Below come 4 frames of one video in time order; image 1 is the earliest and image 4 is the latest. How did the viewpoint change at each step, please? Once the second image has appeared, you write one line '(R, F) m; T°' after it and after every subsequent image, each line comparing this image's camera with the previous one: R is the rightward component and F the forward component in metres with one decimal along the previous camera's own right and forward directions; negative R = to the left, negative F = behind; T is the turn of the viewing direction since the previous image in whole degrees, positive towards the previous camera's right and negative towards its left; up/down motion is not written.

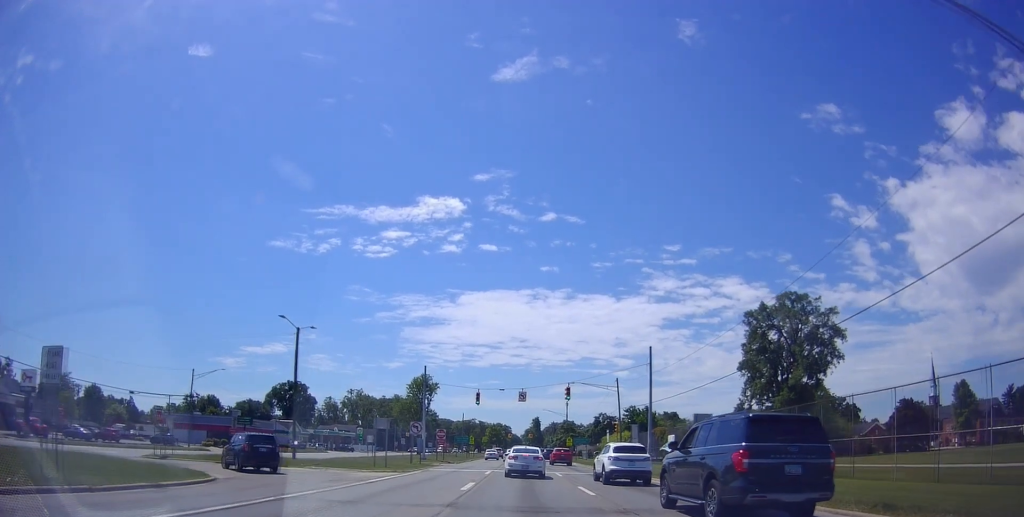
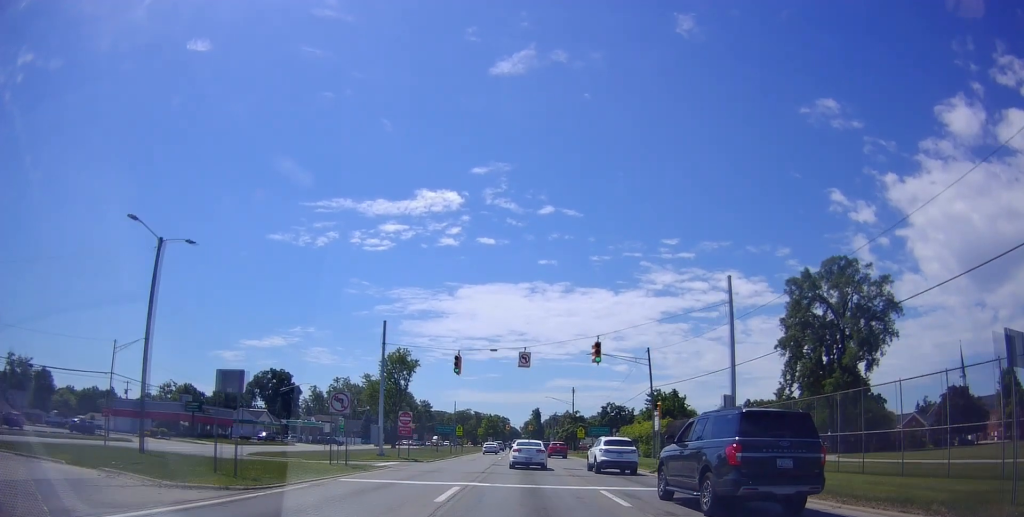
(+0.4, +13.2) m; +3°
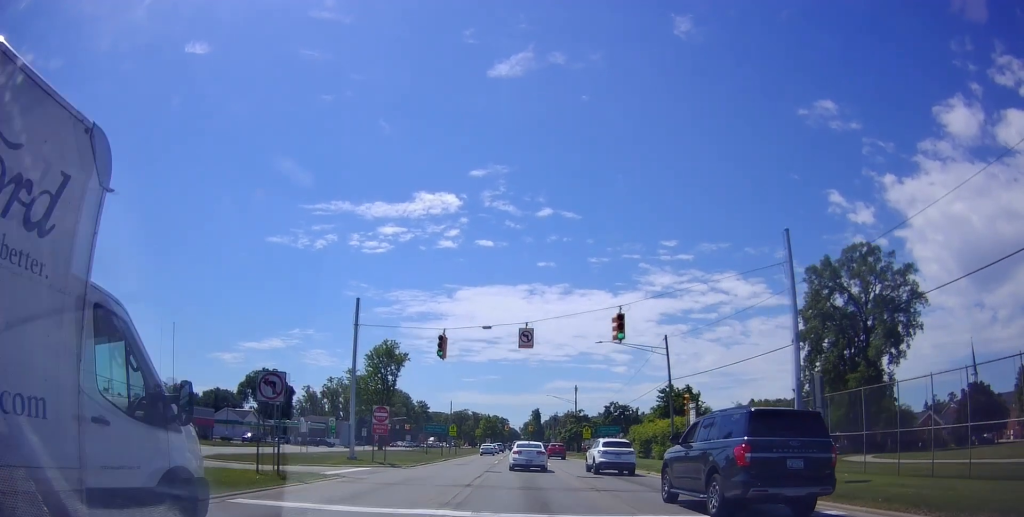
(+0.1, +5.6) m; -3°
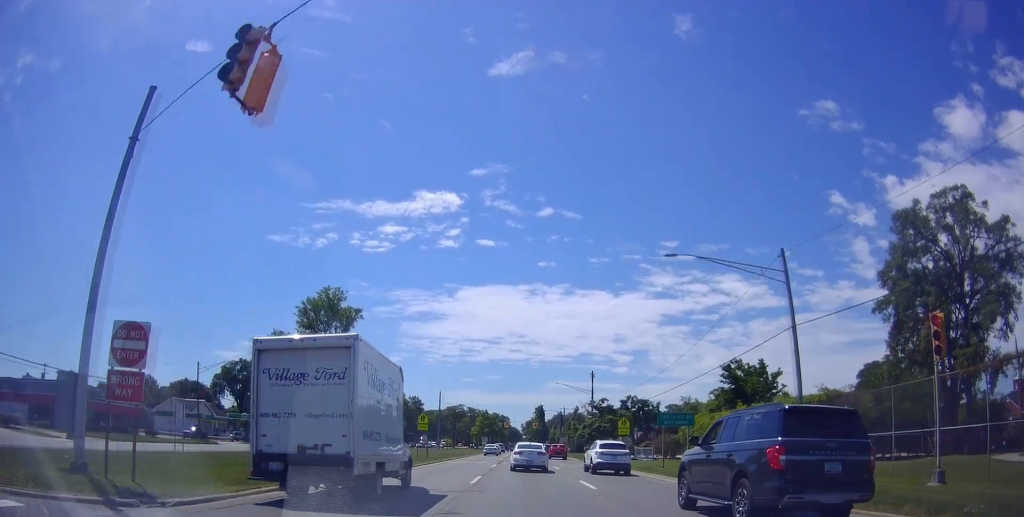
(0.0, +19.3) m; +4°
